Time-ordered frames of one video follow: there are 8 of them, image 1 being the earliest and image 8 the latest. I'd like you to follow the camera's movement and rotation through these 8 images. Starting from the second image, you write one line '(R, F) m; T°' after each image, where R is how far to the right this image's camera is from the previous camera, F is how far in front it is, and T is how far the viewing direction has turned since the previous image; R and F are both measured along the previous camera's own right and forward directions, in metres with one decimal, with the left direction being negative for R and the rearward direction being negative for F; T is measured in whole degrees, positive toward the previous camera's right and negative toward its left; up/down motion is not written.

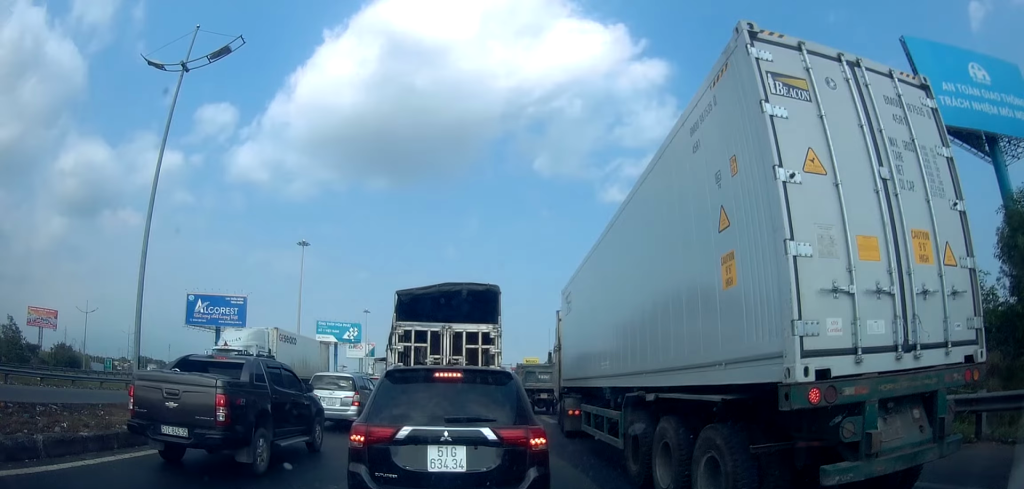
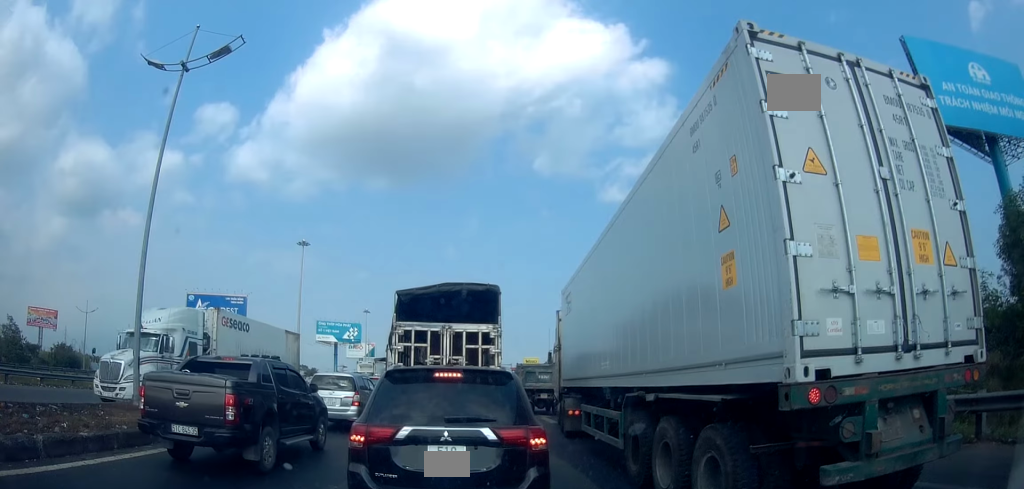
(0.0, 0.0) m; 0°
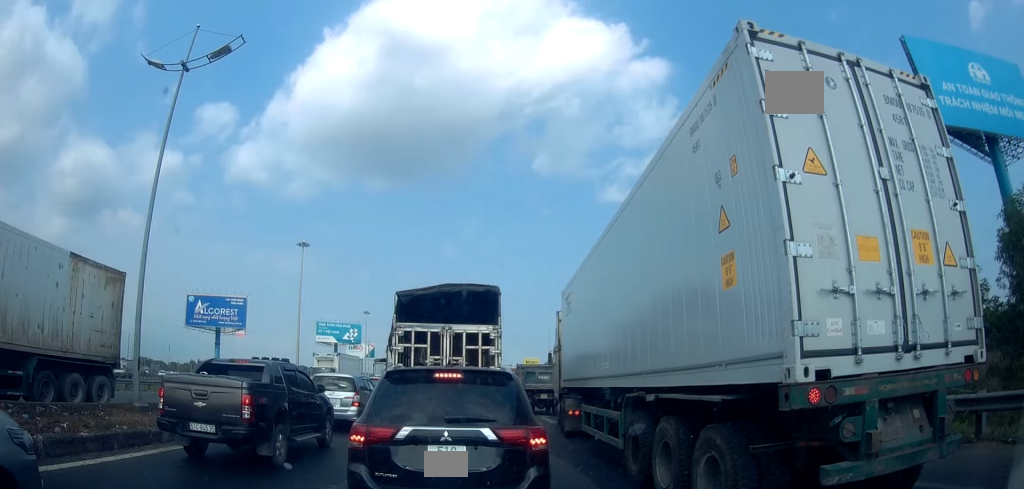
(0.0, 0.0) m; 0°
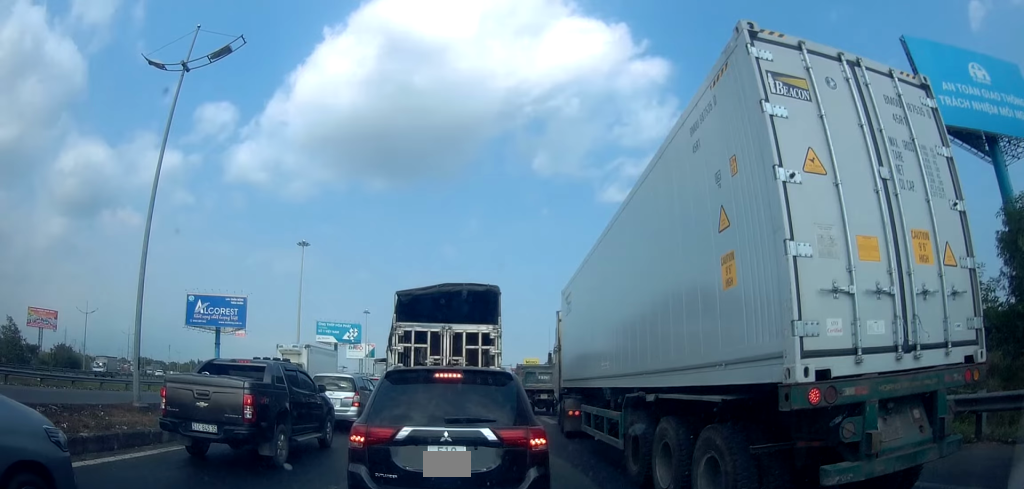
(0.0, 0.0) m; 0°
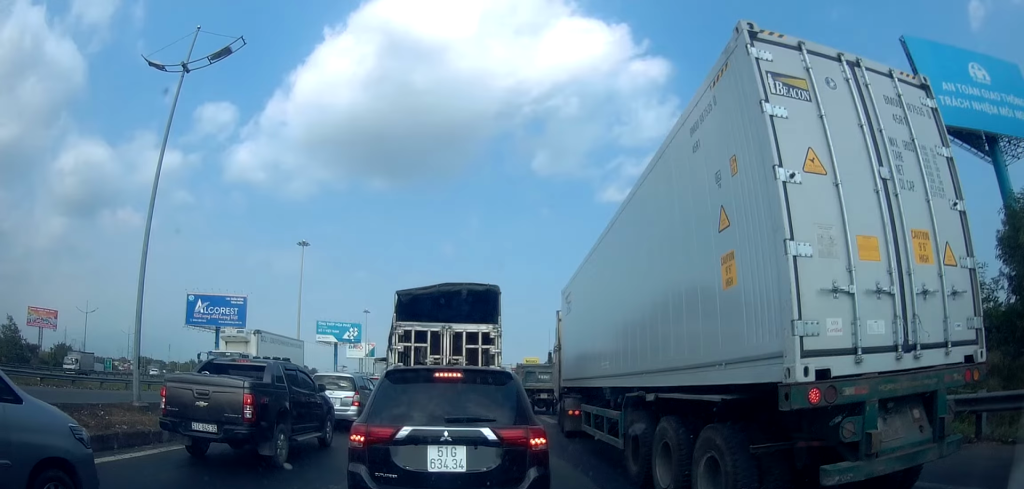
(0.0, 0.0) m; 0°
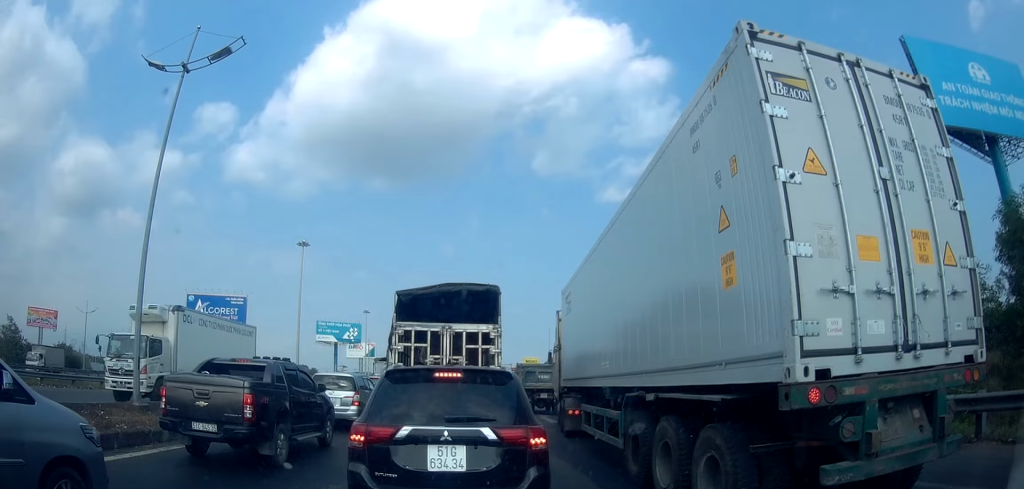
(0.0, 0.0) m; 0°
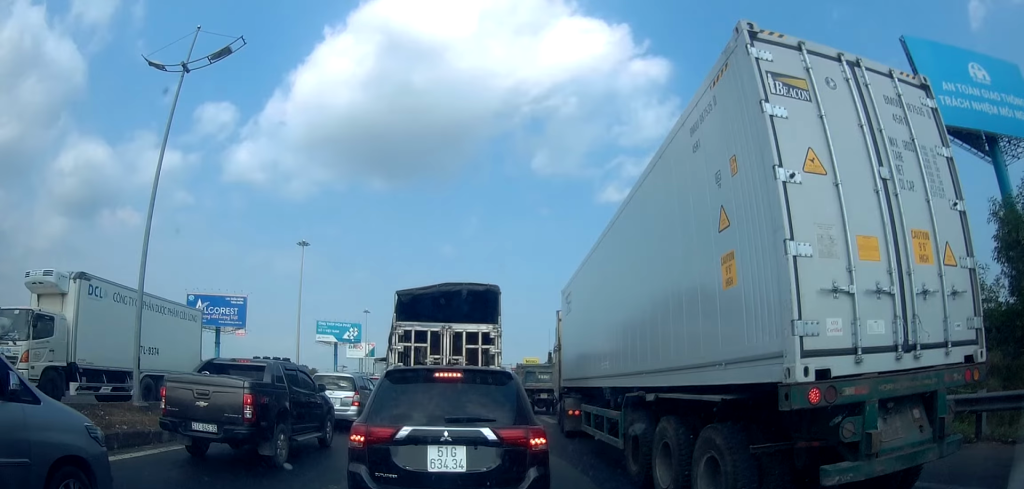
(0.0, 0.0) m; 0°
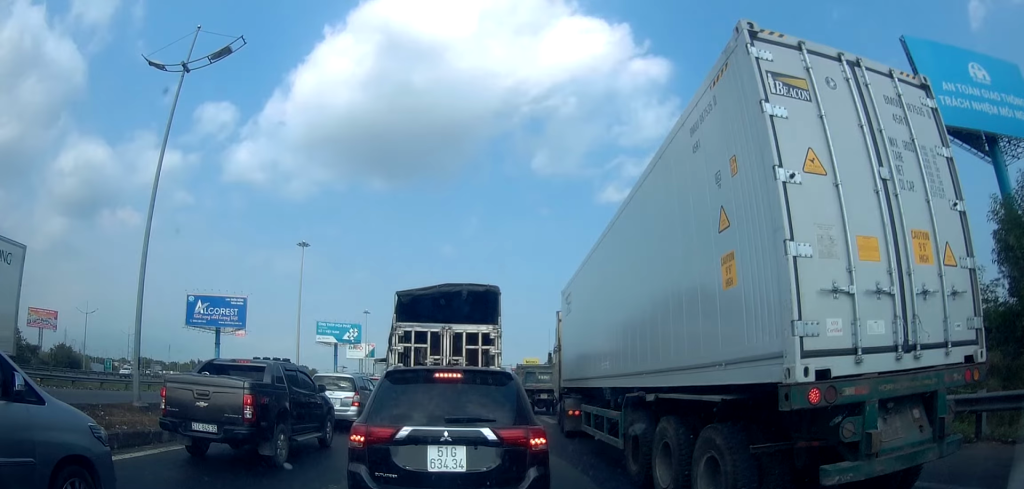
(0.0, 0.0) m; 0°
